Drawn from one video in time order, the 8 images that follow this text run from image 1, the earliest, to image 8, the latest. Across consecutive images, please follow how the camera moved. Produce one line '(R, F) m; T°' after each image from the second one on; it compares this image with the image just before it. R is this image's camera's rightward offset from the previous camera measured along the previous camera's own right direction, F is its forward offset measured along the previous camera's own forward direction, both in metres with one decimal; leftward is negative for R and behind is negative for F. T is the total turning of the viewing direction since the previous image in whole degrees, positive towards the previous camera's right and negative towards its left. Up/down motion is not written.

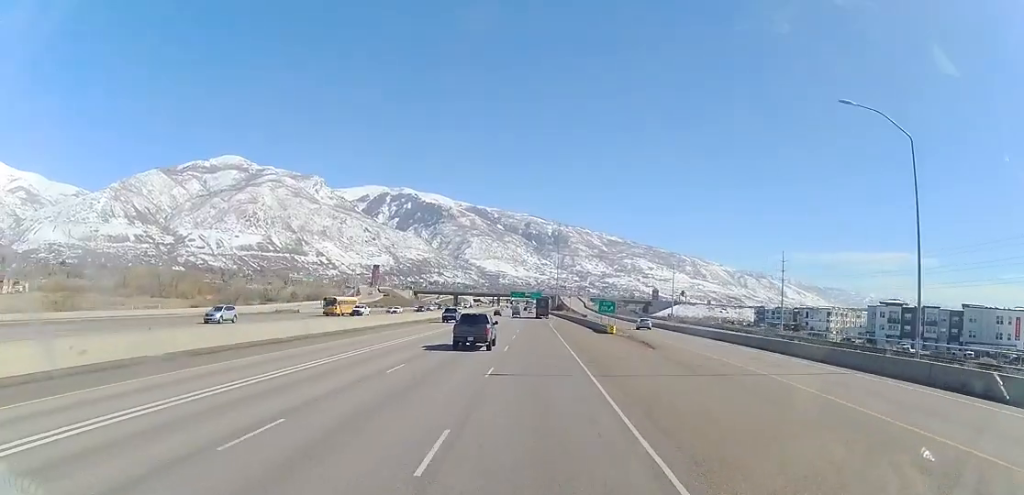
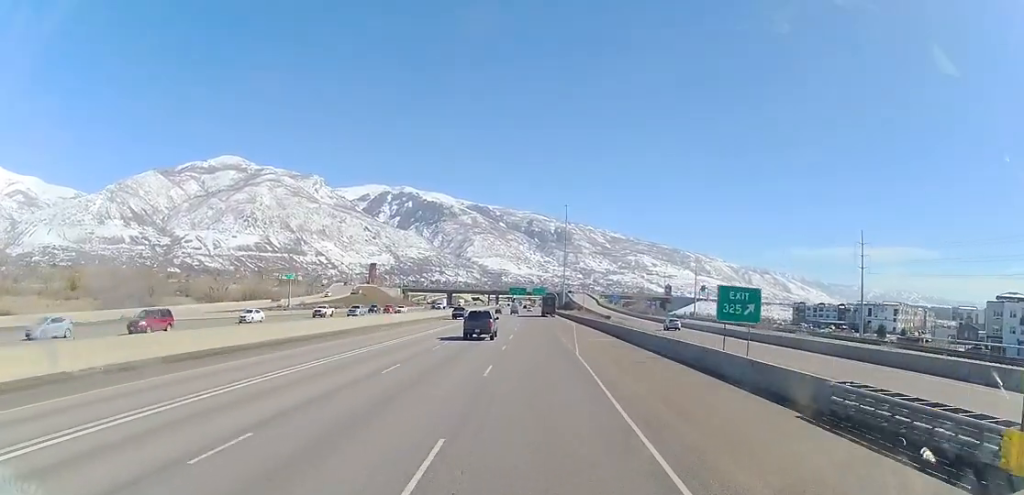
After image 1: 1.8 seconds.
(+0.1, +49.0) m; +1°
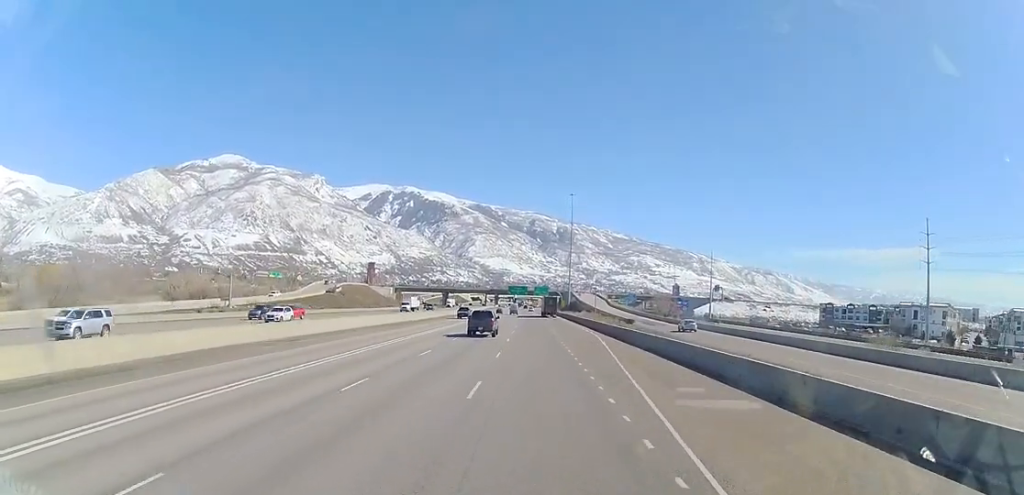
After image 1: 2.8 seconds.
(-0.2, +27.8) m; 0°
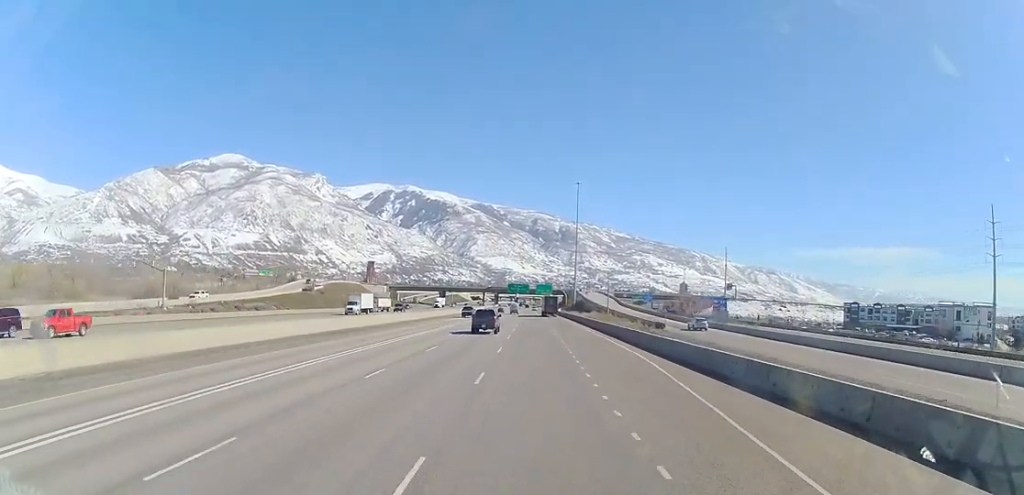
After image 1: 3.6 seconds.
(+0.1, +21.6) m; 0°
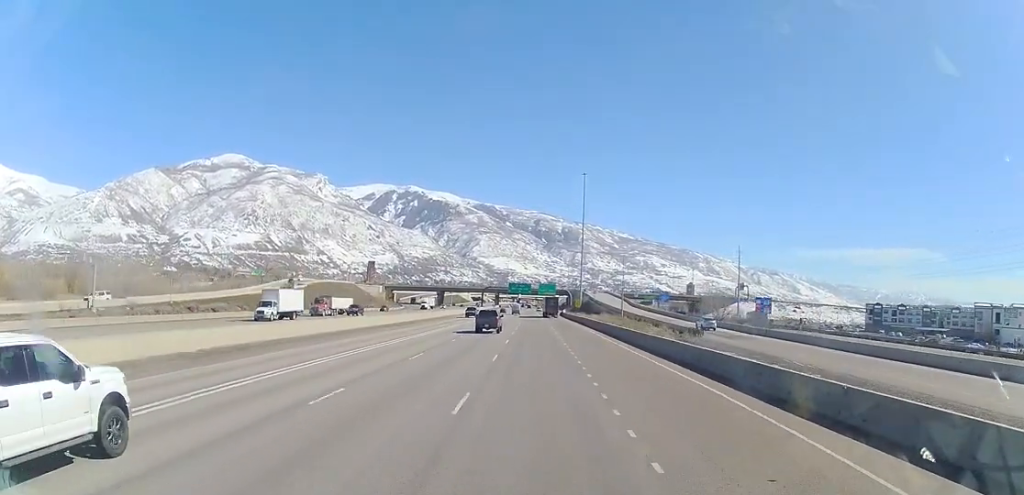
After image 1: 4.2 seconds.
(0.0, +16.9) m; 0°
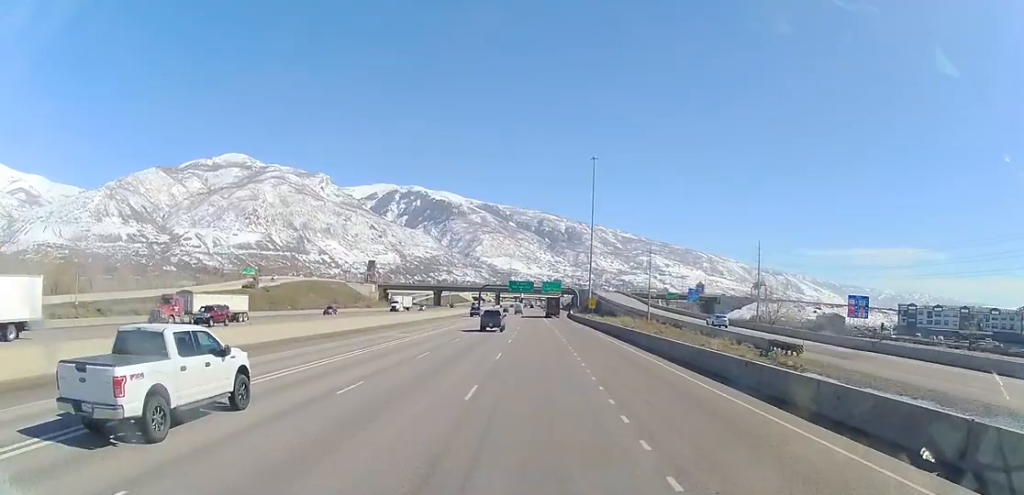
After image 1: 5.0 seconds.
(-0.1, +22.6) m; 0°
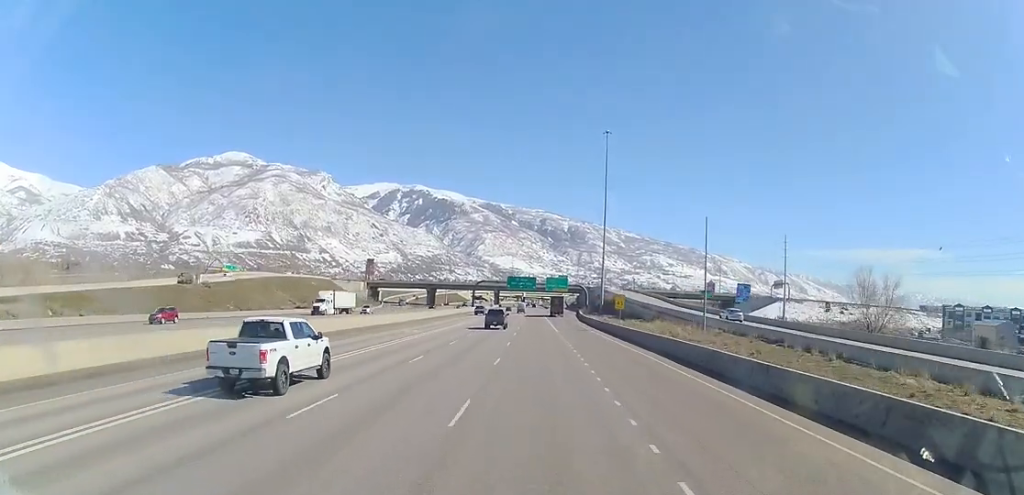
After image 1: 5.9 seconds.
(+0.1, +27.7) m; -1°
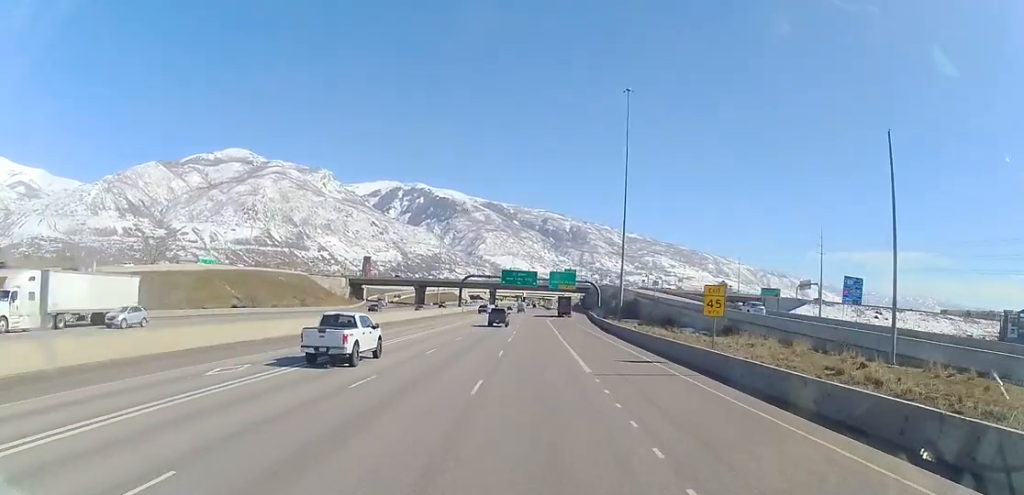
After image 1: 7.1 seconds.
(-0.8, +32.7) m; -2°
